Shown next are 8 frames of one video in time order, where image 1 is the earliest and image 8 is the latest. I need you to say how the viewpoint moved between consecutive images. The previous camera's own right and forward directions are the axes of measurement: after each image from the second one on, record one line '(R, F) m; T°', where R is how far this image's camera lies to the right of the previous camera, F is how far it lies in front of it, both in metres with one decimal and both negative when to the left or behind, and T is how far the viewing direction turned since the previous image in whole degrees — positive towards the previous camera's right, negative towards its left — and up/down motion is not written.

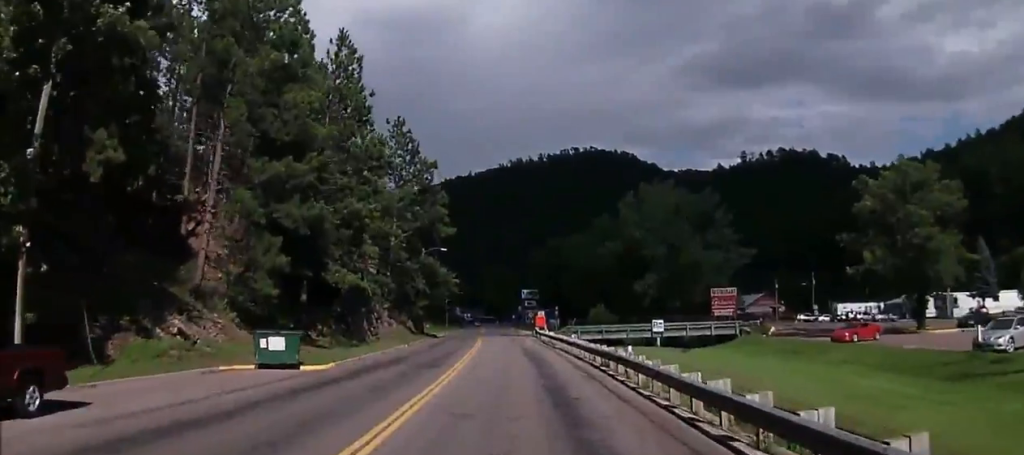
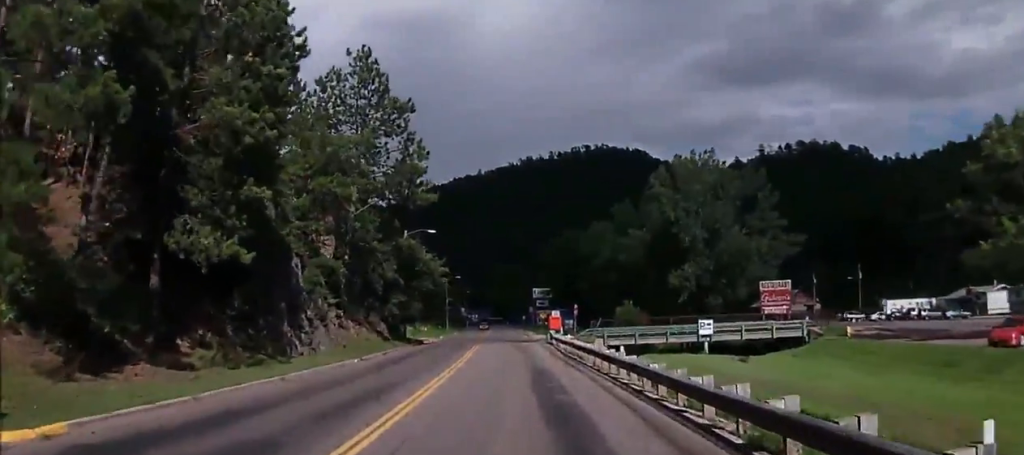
(+0.2, +16.0) m; +3°
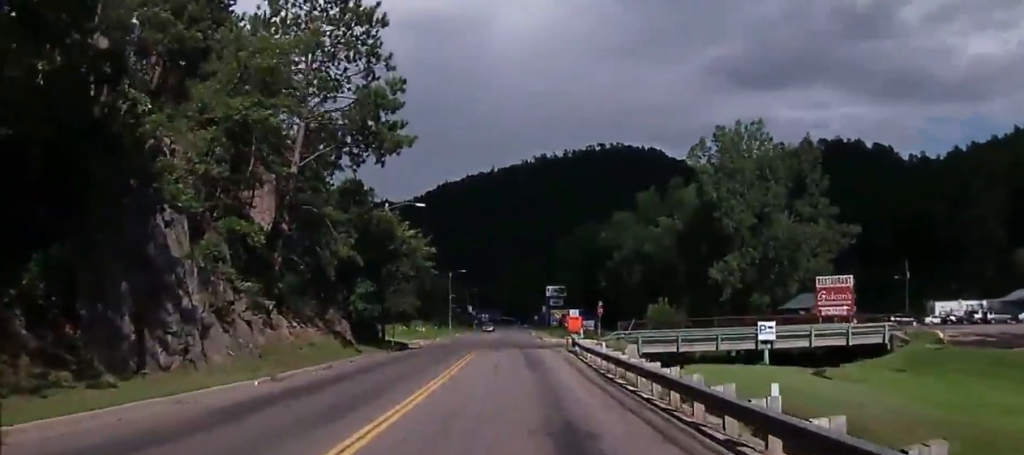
(-0.3, +12.4) m; -4°
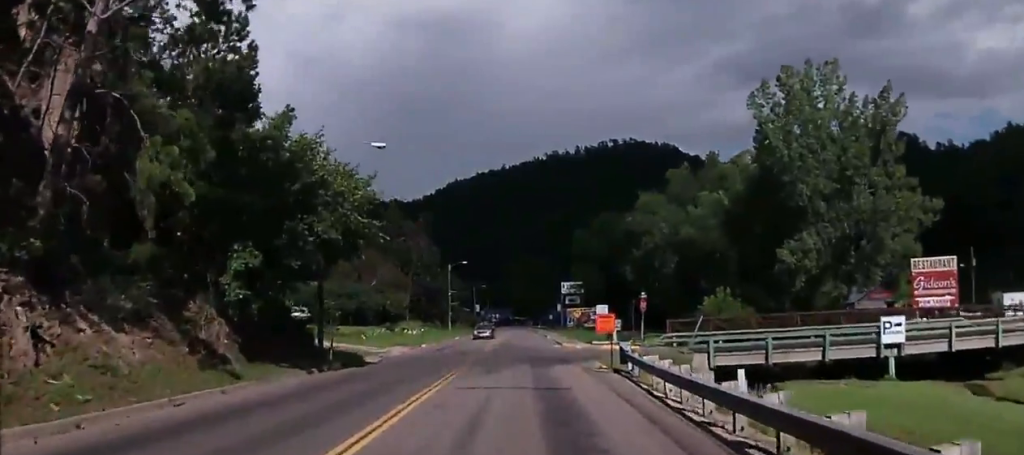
(-0.6, +15.7) m; -2°
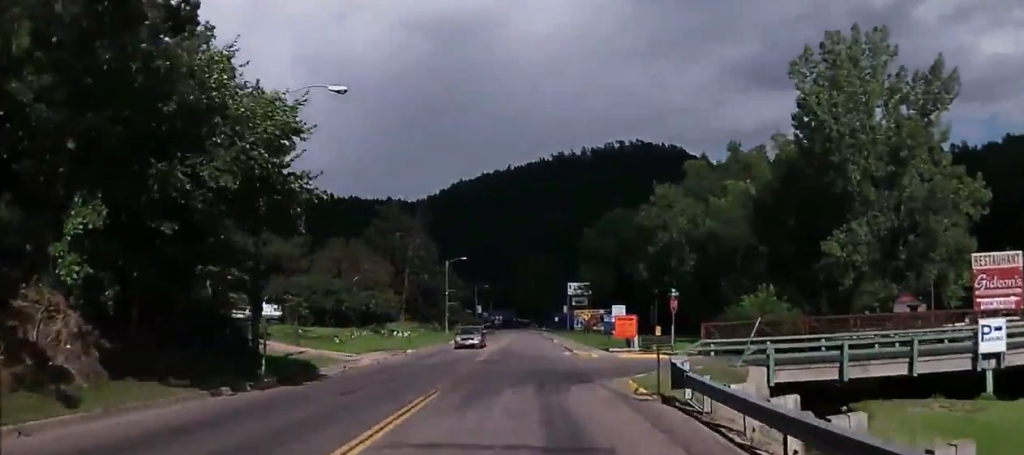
(0.0, +7.6) m; +2°
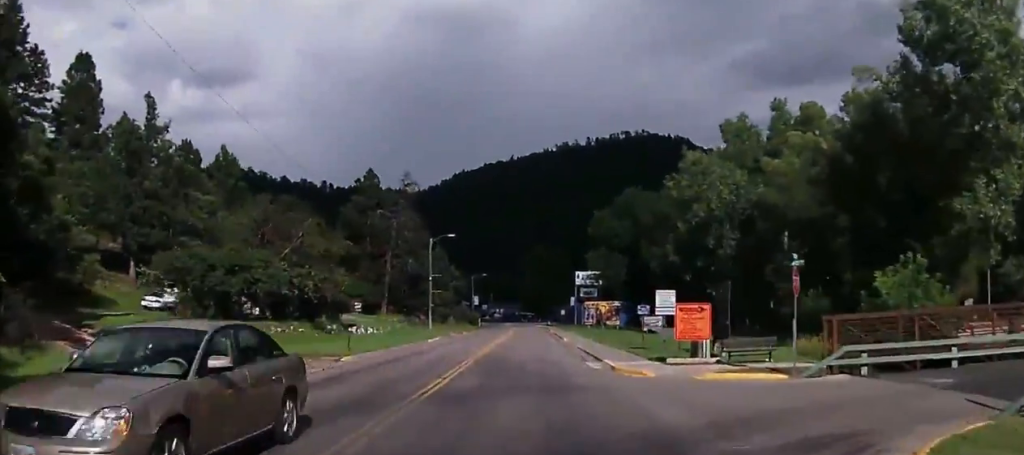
(+0.6, +15.2) m; +1°
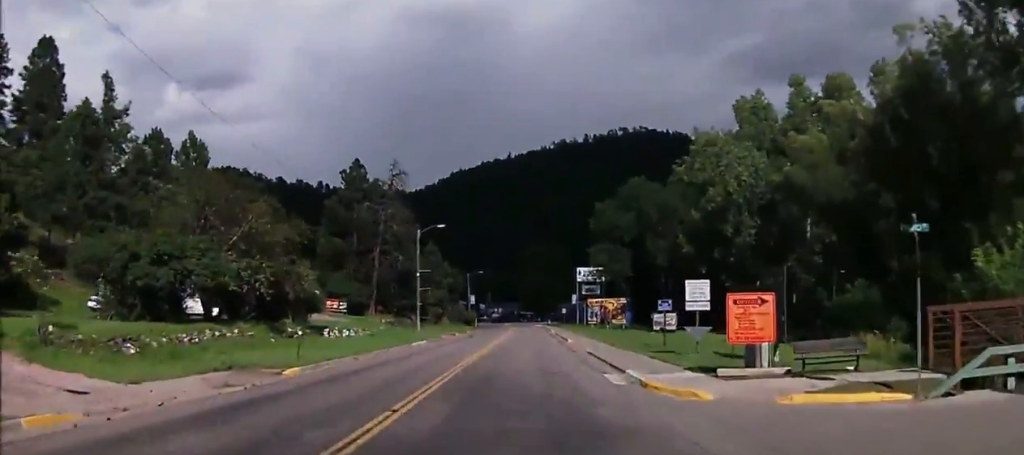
(-0.3, +6.3) m; -2°
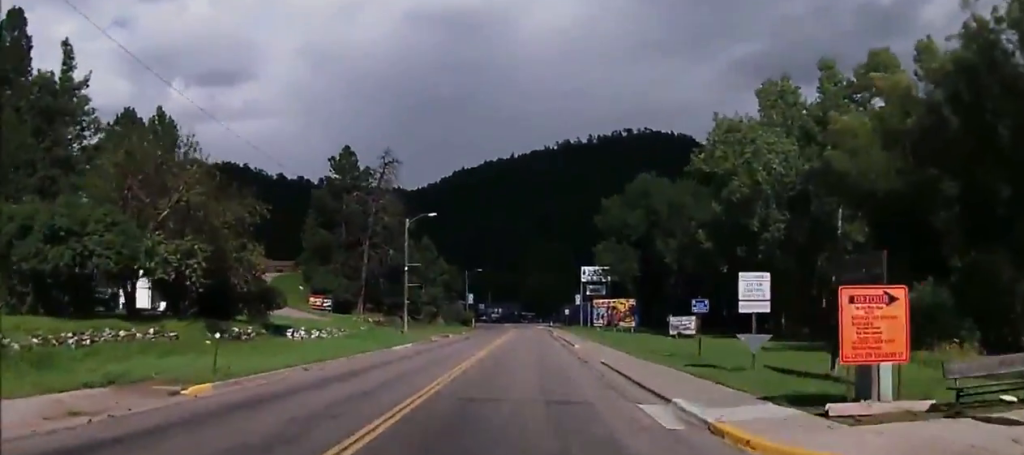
(-0.1, +6.4) m; -1°
